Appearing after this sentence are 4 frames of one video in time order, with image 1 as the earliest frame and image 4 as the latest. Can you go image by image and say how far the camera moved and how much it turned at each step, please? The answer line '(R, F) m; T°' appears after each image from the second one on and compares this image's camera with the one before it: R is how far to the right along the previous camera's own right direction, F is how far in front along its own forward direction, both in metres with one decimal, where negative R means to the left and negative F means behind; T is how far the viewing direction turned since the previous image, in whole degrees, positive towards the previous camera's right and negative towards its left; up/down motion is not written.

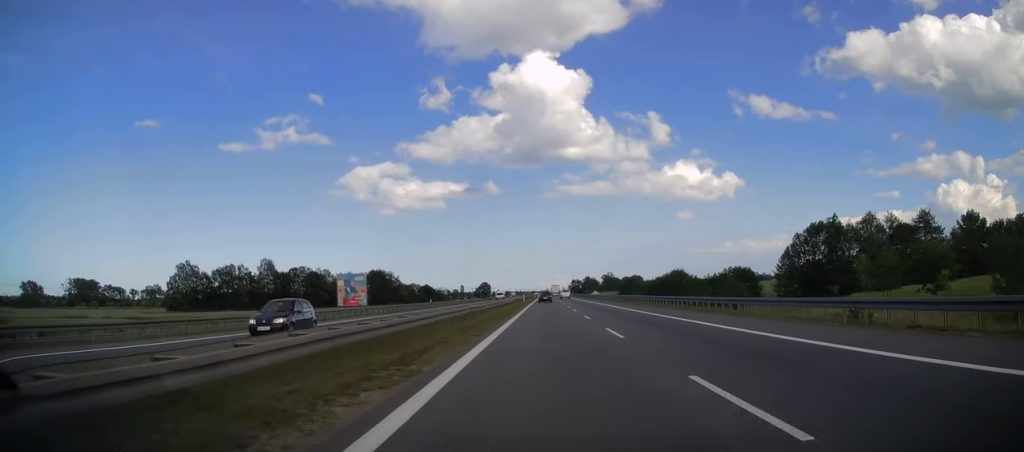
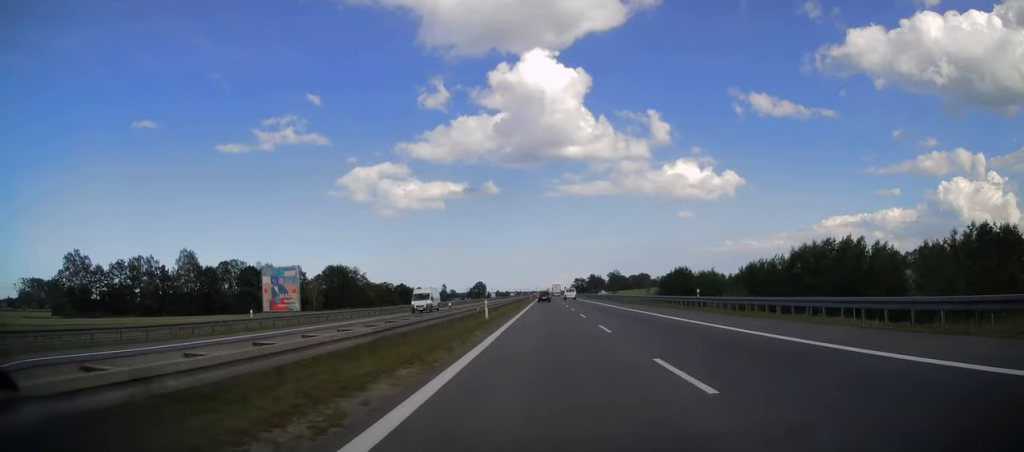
(+0.5, +56.6) m; 0°
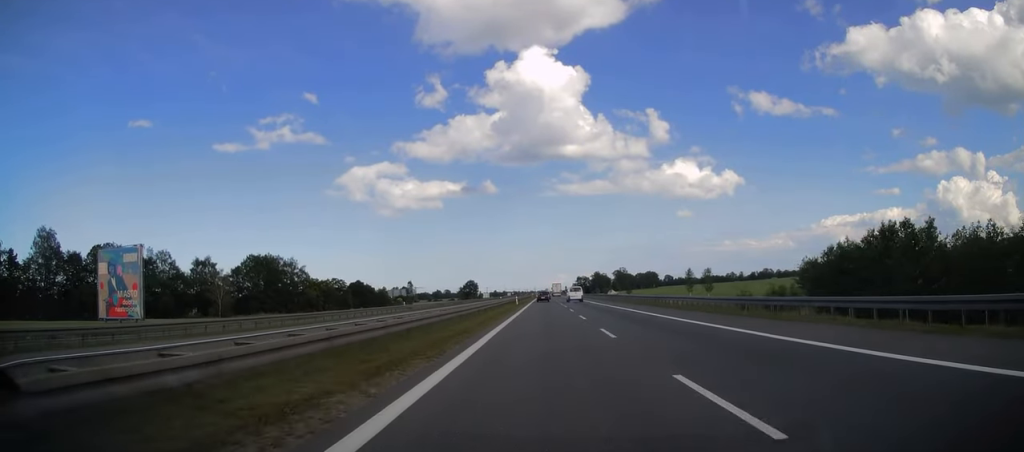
(-0.2, +62.3) m; 0°
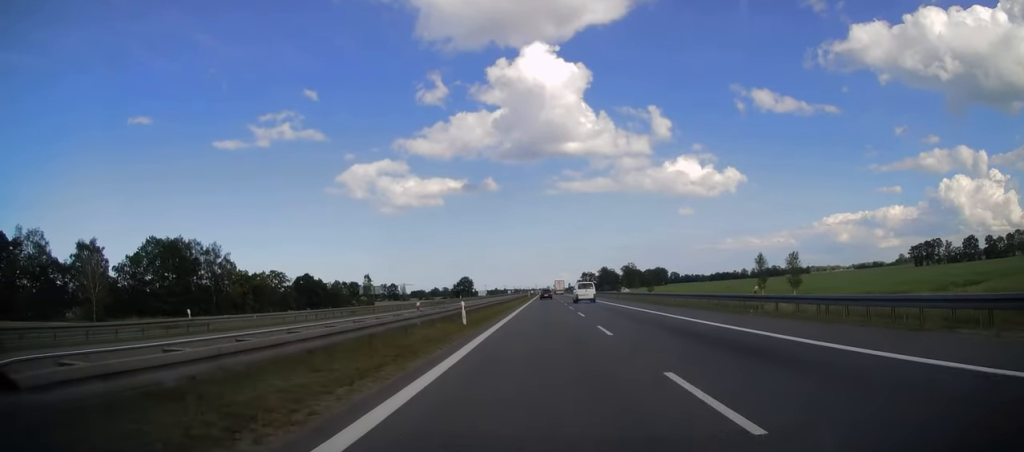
(-0.2, +47.7) m; 0°
